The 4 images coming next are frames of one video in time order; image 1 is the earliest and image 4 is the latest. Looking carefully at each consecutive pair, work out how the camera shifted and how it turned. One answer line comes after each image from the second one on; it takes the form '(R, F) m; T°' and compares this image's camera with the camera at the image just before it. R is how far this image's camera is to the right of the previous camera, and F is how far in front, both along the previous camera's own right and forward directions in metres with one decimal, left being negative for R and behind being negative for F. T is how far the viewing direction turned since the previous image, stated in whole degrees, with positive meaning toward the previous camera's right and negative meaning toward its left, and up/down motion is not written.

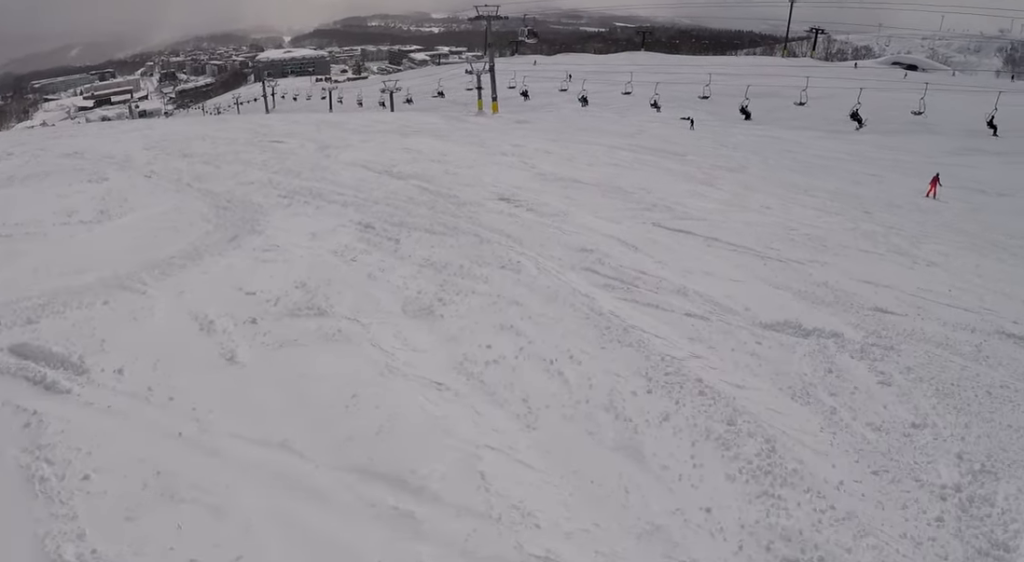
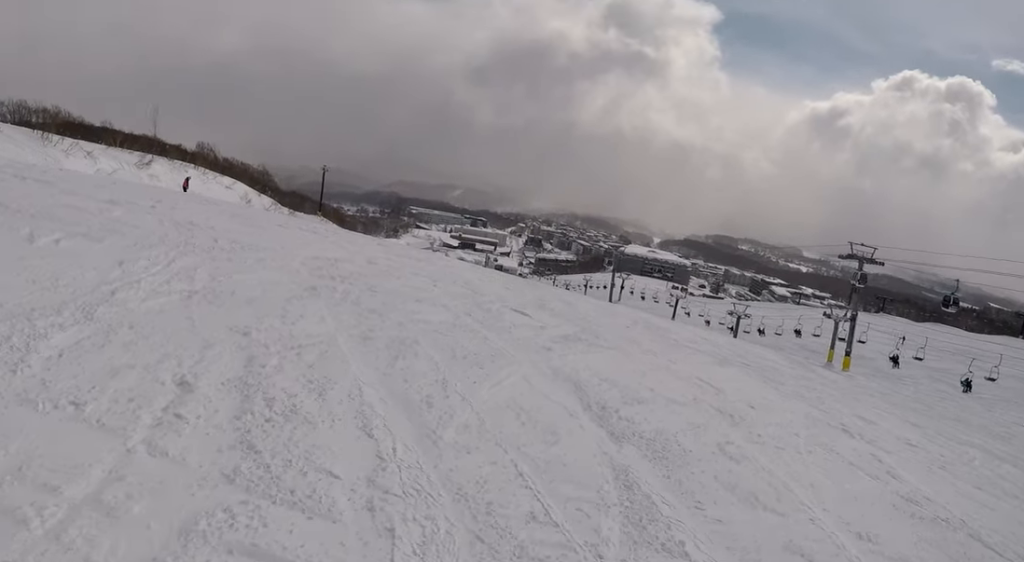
(-0.3, +8.1) m; -8°
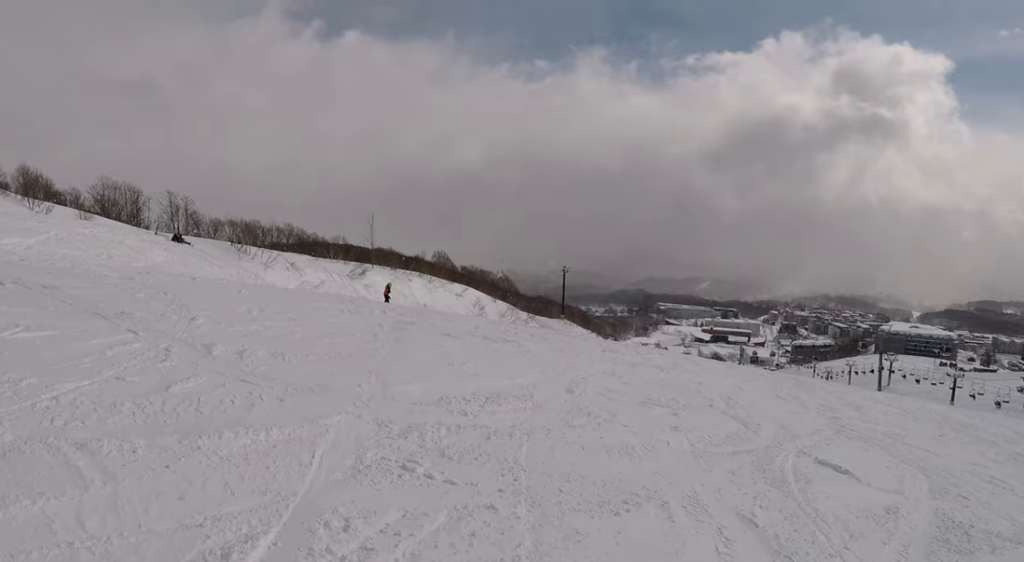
(-0.2, +7.4) m; -22°
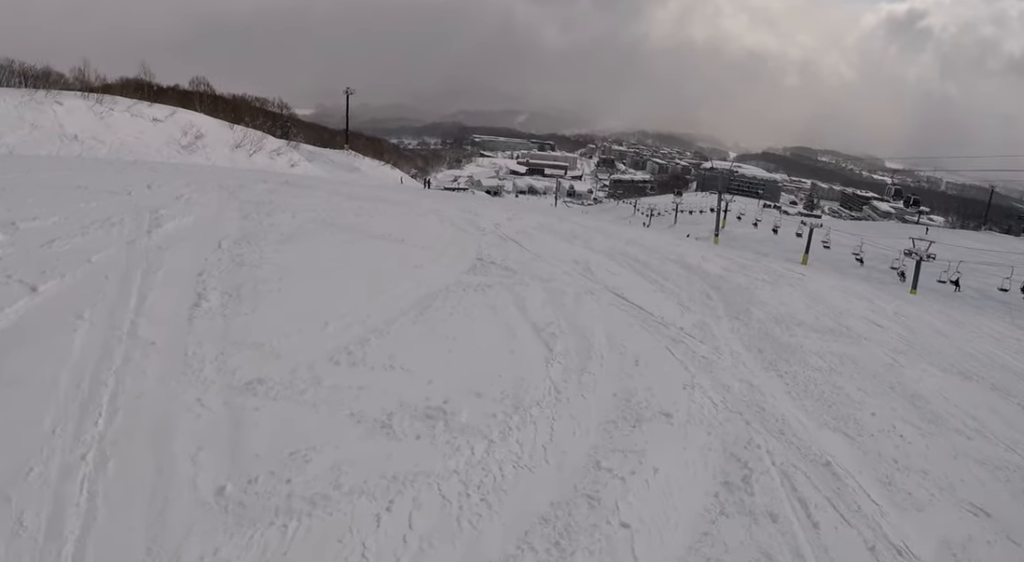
(+2.7, +27.9) m; +16°
